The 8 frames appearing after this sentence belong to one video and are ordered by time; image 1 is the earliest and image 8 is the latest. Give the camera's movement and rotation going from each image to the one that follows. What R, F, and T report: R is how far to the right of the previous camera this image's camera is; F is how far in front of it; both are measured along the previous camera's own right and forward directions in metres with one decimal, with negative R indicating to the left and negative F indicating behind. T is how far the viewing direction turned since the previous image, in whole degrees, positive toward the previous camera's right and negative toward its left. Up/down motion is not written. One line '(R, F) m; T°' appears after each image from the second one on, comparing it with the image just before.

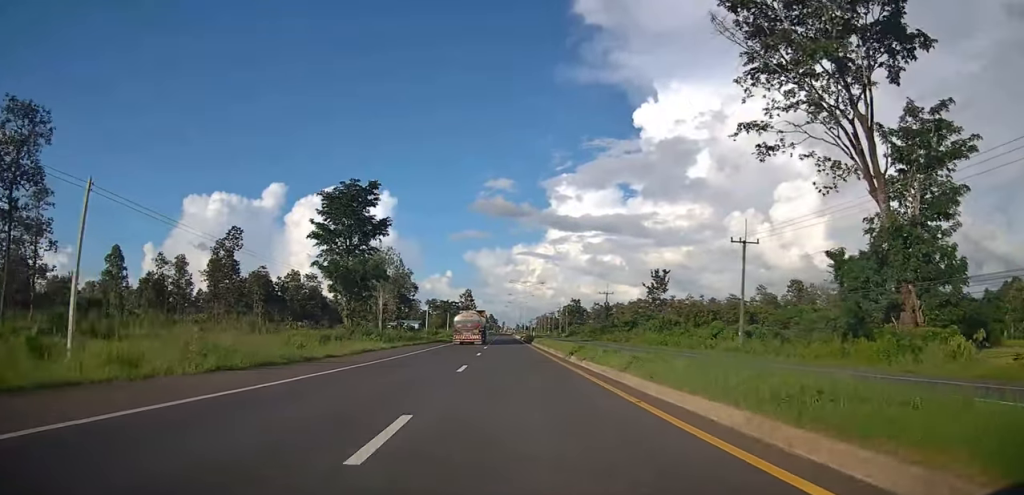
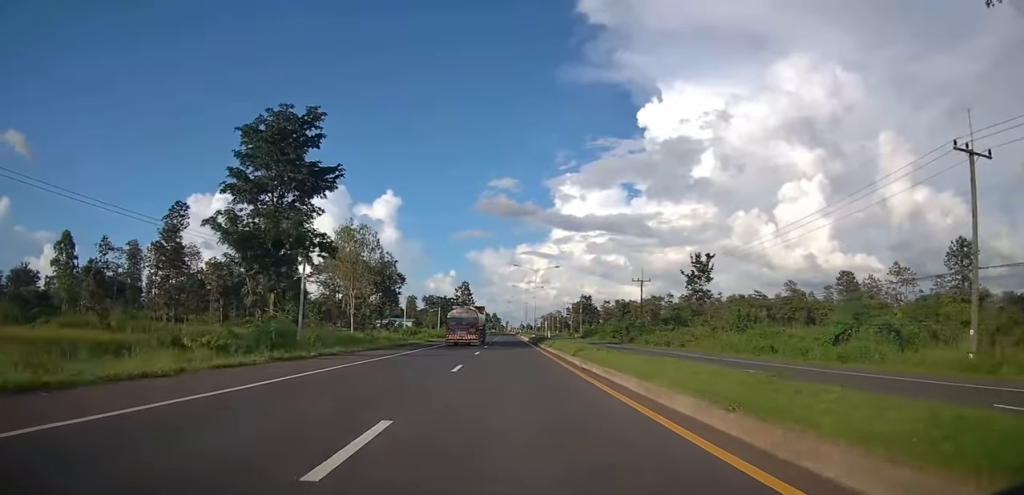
(0.0, +24.4) m; 0°
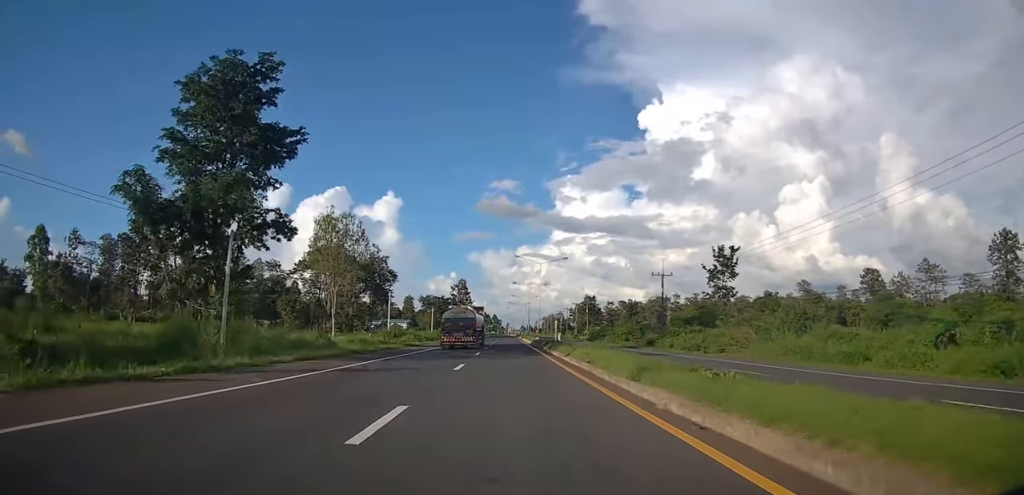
(0.0, +10.6) m; 0°
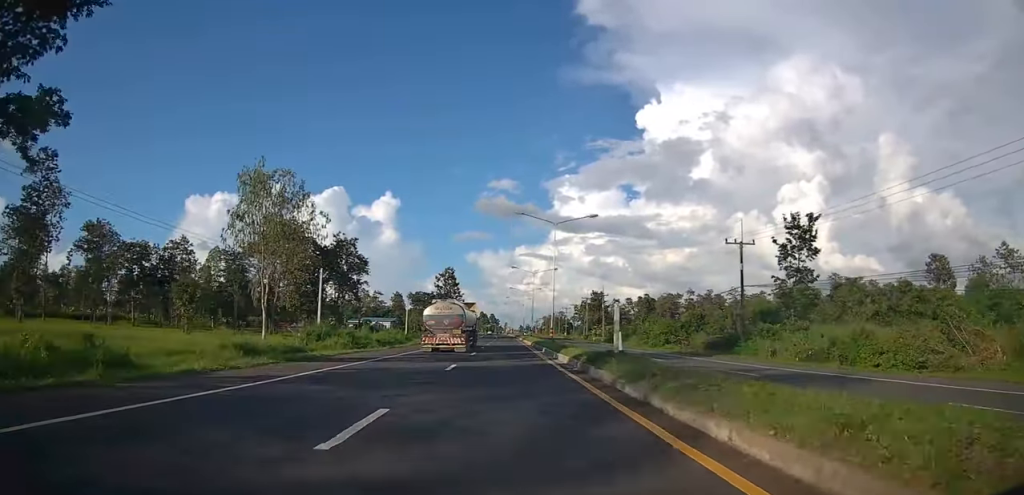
(-0.1, +24.4) m; 0°
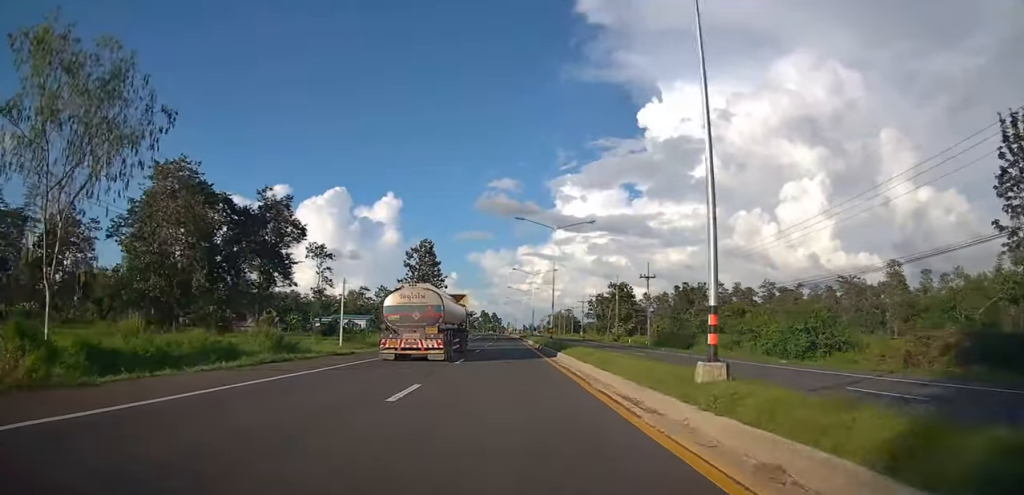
(0.0, +32.7) m; 0°
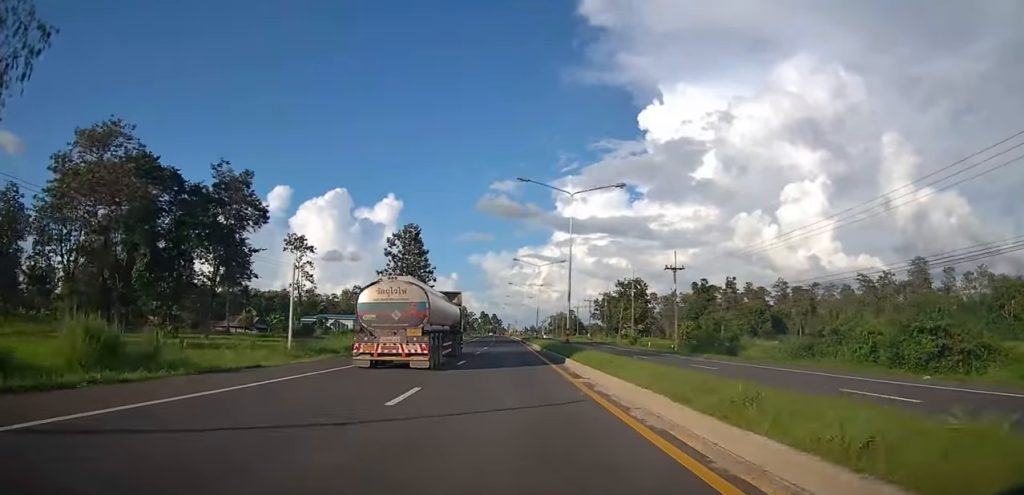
(0.0, +11.9) m; 0°
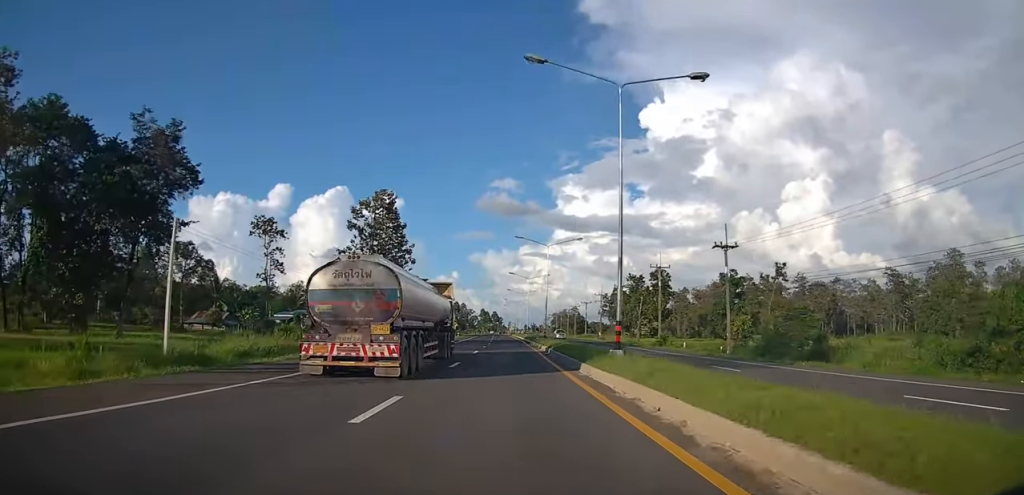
(0.0, +14.7) m; 0°
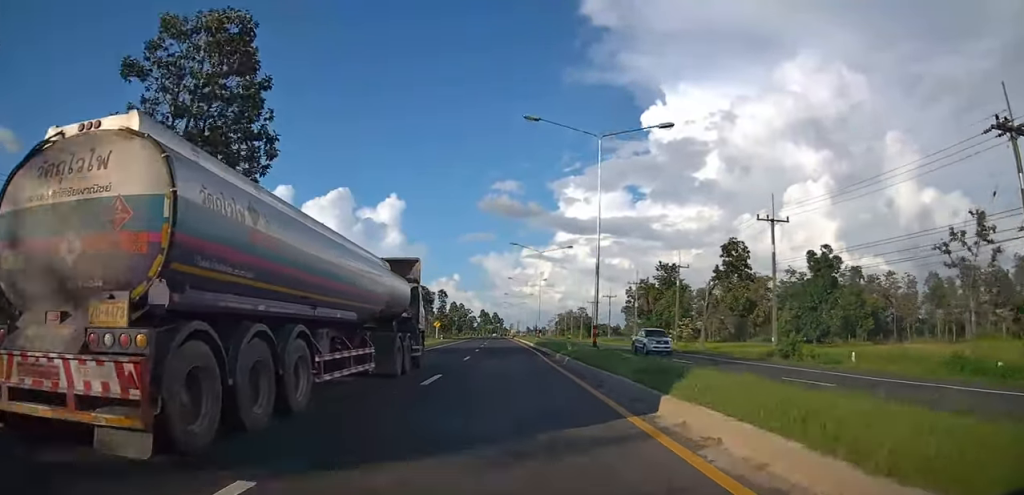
(-0.3, +30.0) m; -2°
